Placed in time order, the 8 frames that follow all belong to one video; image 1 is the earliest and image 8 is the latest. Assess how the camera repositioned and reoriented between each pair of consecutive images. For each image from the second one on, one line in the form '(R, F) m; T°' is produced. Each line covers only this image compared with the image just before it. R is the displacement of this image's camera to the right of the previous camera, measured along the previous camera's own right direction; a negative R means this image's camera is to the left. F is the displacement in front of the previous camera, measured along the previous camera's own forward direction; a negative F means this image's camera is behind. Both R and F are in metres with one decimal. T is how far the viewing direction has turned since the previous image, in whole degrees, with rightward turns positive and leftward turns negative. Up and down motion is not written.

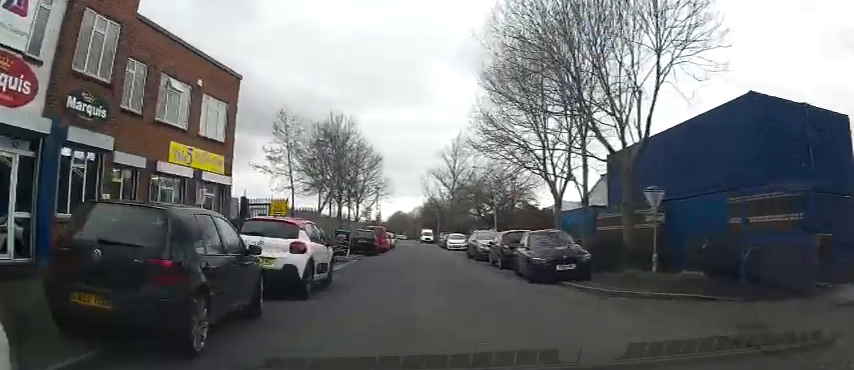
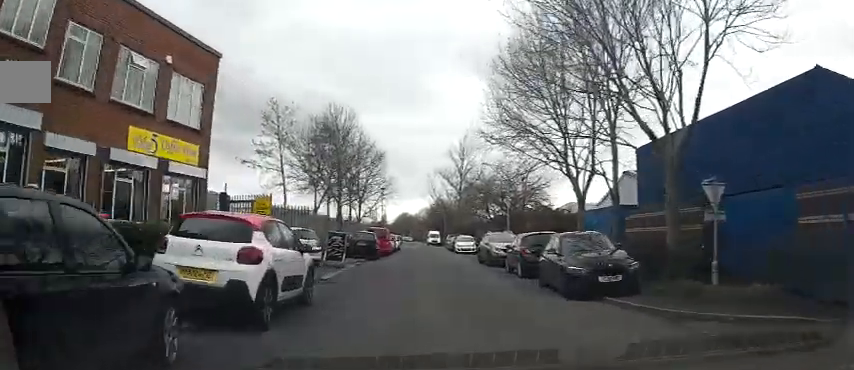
(-0.1, +2.6) m; 0°
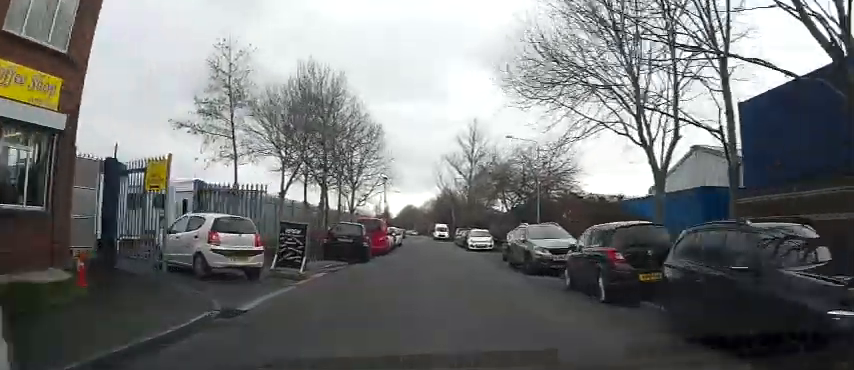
(+0.3, +7.4) m; 0°
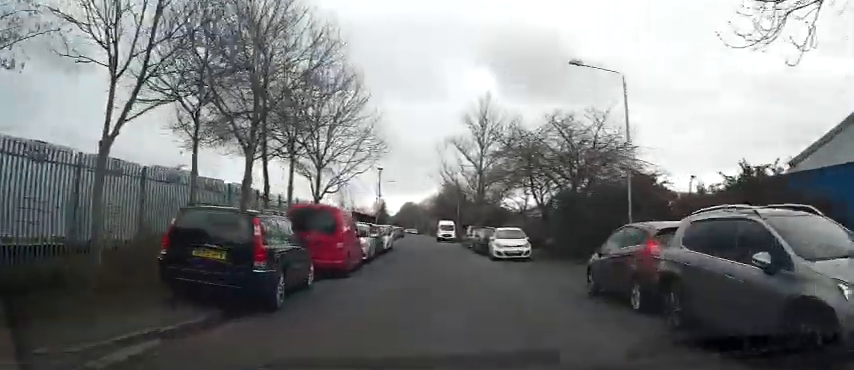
(-0.4, +12.4) m; -1°
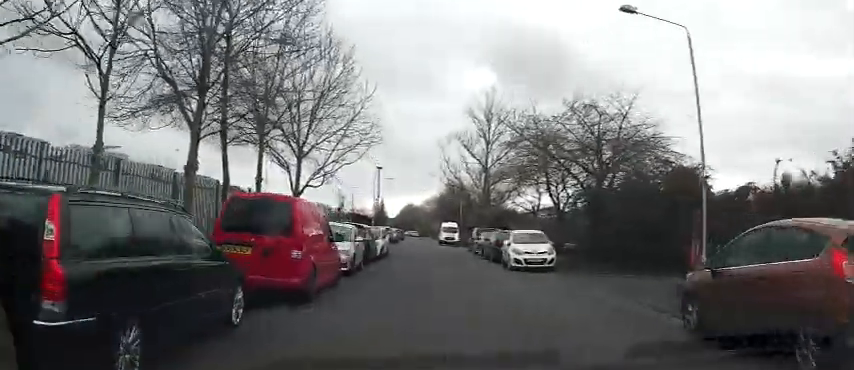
(0.0, +4.3) m; +1°
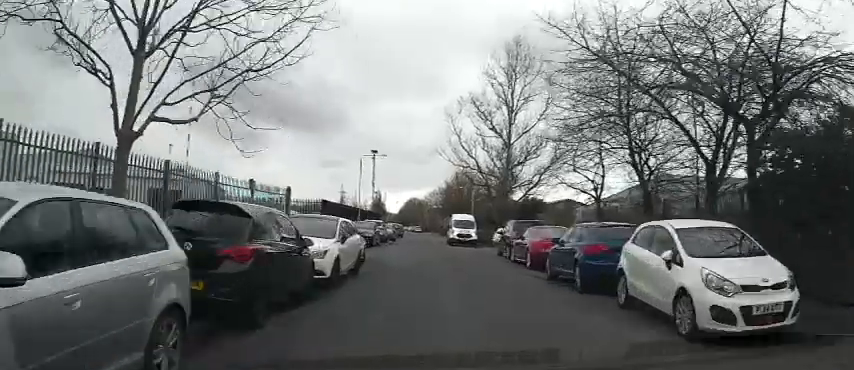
(+0.1, +12.7) m; 0°
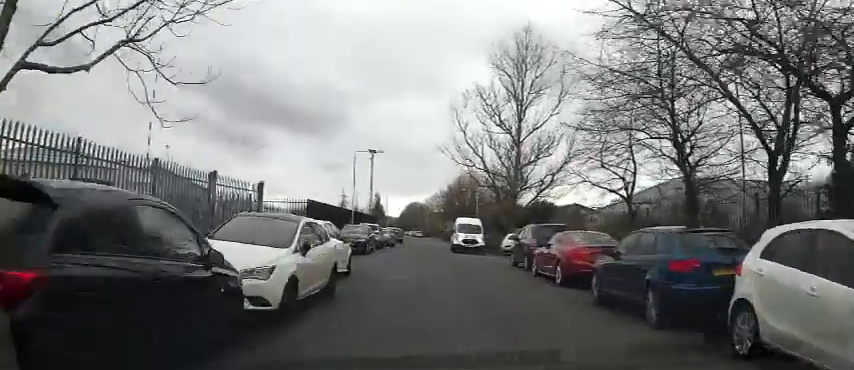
(0.0, +3.8) m; -1°
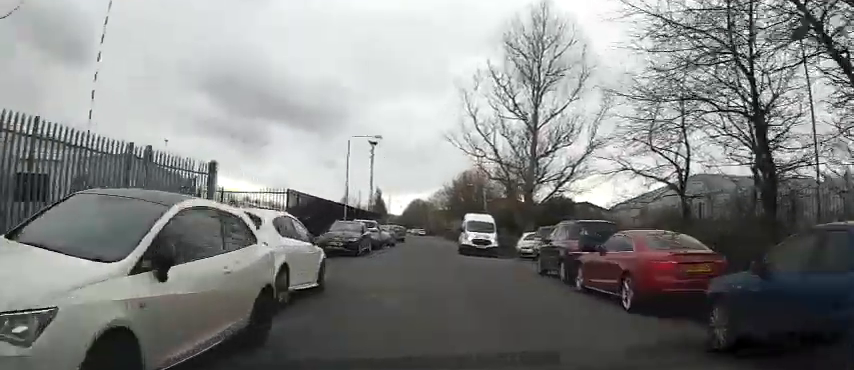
(-0.1, +4.2) m; -1°
